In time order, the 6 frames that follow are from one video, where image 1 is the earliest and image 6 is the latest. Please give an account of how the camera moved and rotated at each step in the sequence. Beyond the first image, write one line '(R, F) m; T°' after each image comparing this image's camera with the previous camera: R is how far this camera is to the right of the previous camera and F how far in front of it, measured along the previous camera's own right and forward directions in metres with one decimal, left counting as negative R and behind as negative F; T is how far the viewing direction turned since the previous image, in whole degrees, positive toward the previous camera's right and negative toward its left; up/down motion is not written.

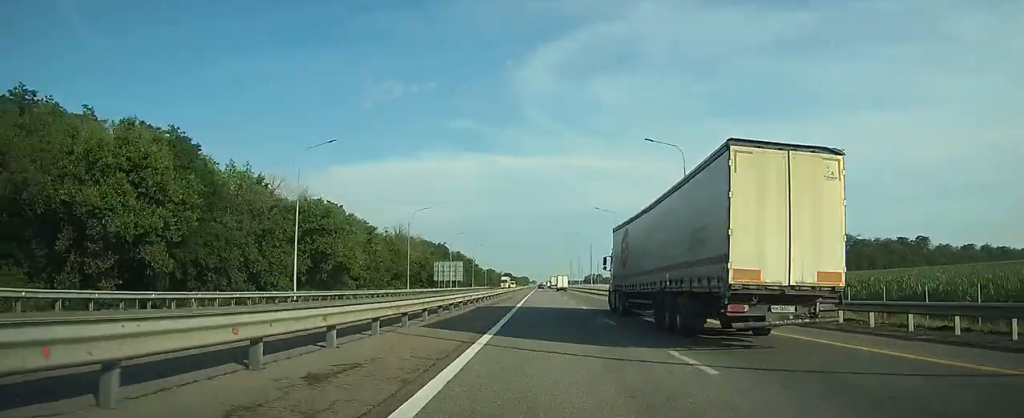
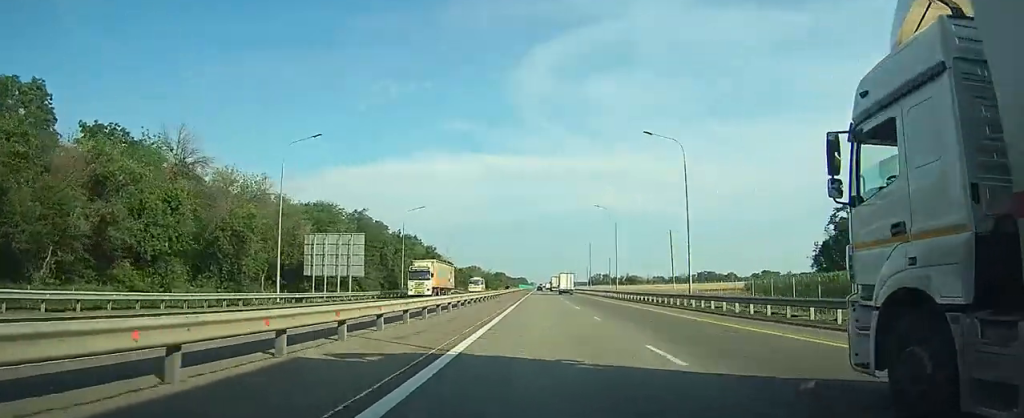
(+0.2, +82.6) m; 0°
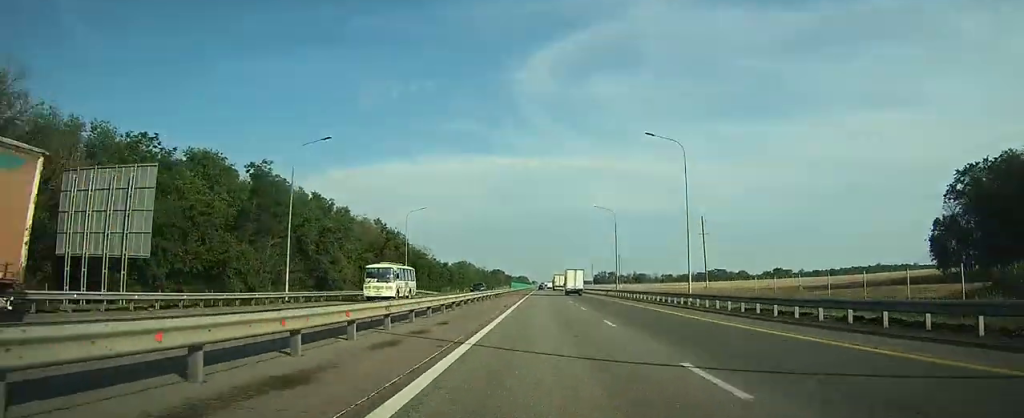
(-0.1, +38.7) m; 0°
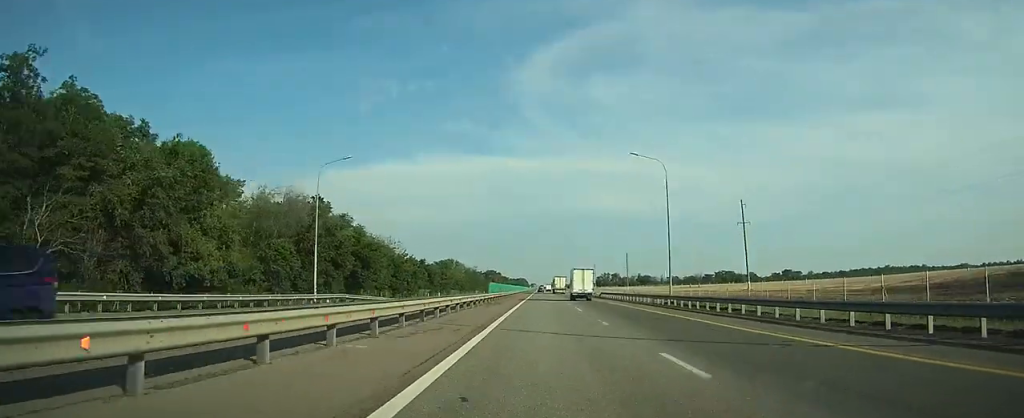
(0.0, +34.1) m; 0°
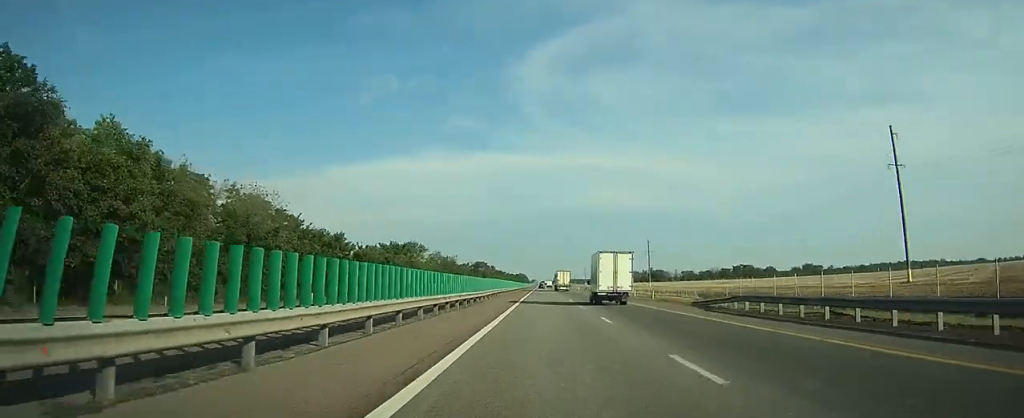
(-0.2, +60.3) m; 0°
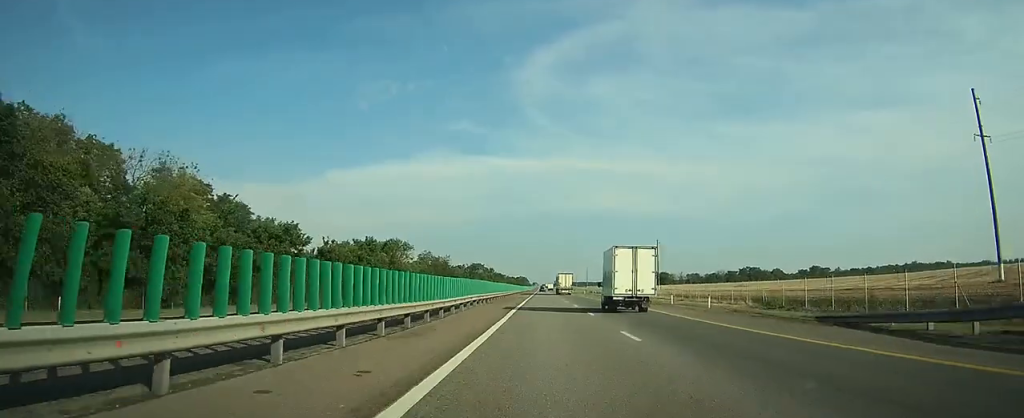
(0.0, +17.0) m; 0°
